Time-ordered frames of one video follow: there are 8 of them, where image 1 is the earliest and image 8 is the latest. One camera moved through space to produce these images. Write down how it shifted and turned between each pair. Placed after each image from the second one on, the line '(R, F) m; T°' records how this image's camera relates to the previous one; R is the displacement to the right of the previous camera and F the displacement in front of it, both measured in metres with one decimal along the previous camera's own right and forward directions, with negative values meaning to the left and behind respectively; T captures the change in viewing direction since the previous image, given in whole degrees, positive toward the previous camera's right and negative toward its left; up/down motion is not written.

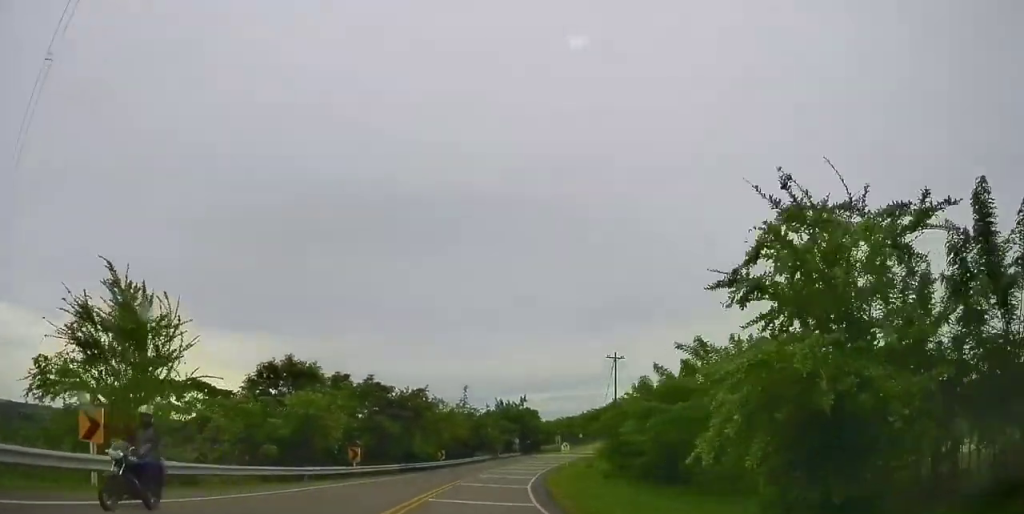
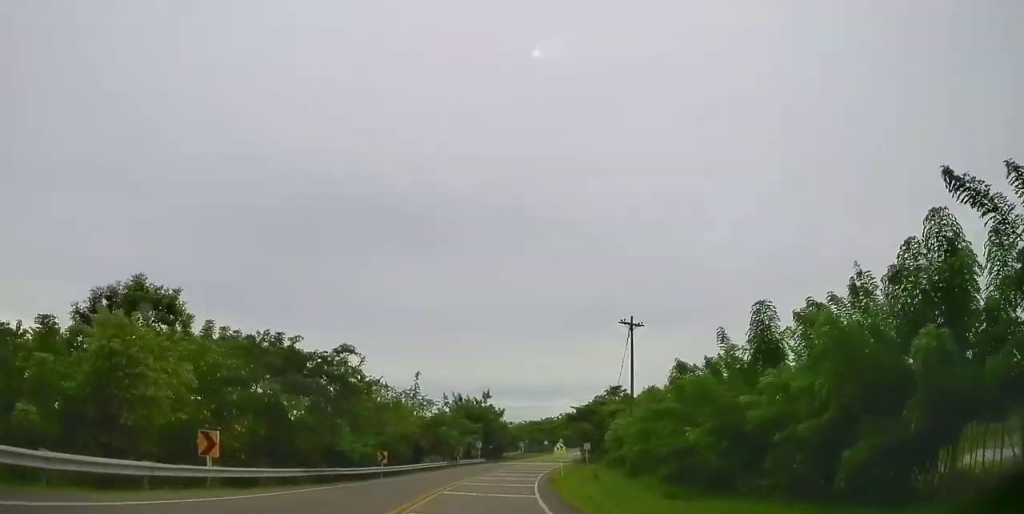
(+0.5, +15.6) m; +6°
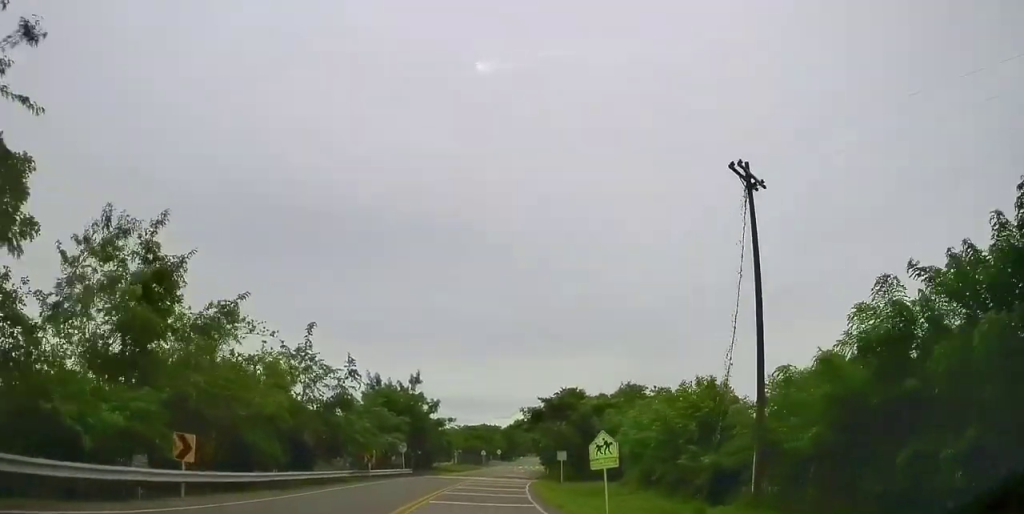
(+1.8, +21.3) m; +9°
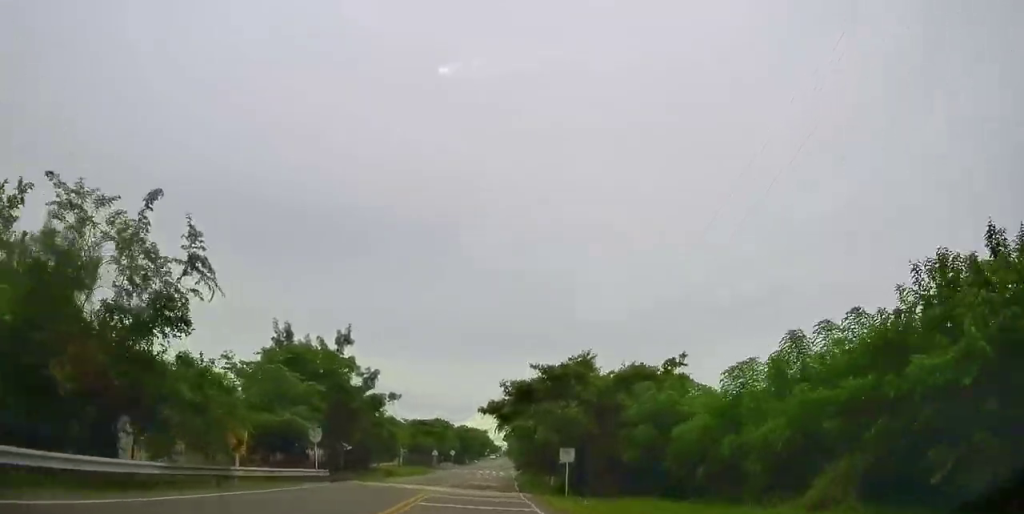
(+0.7, +17.4) m; +2°
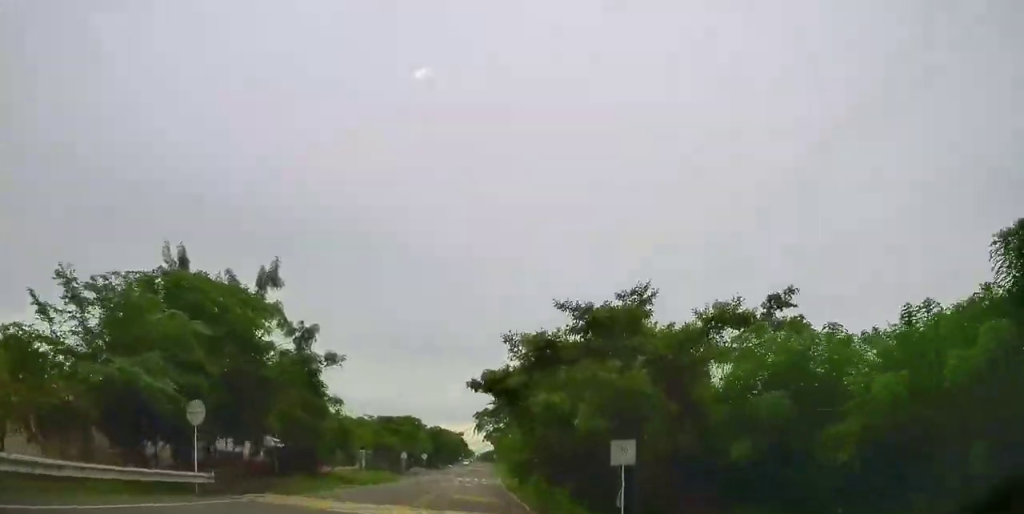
(0.0, +12.6) m; +4°
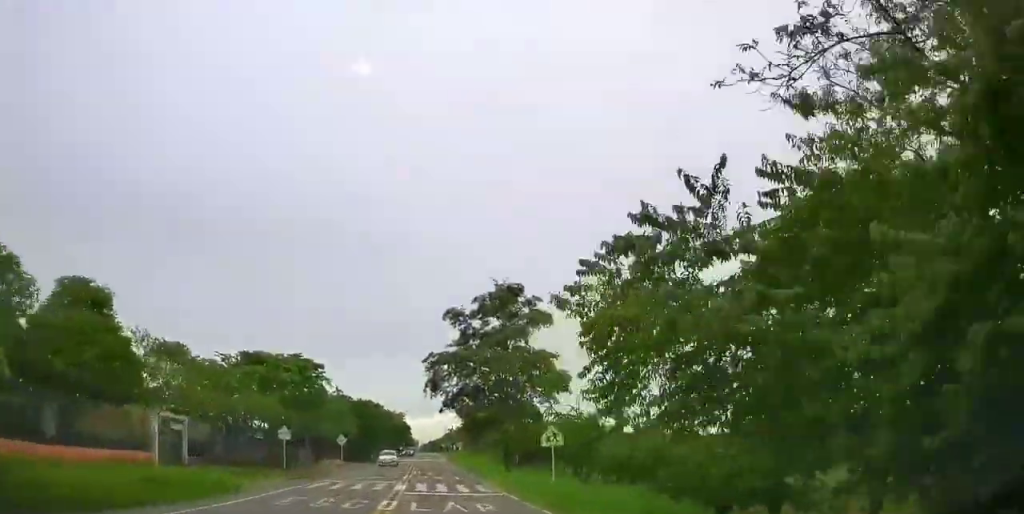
(+4.4, +35.5) m; +11°
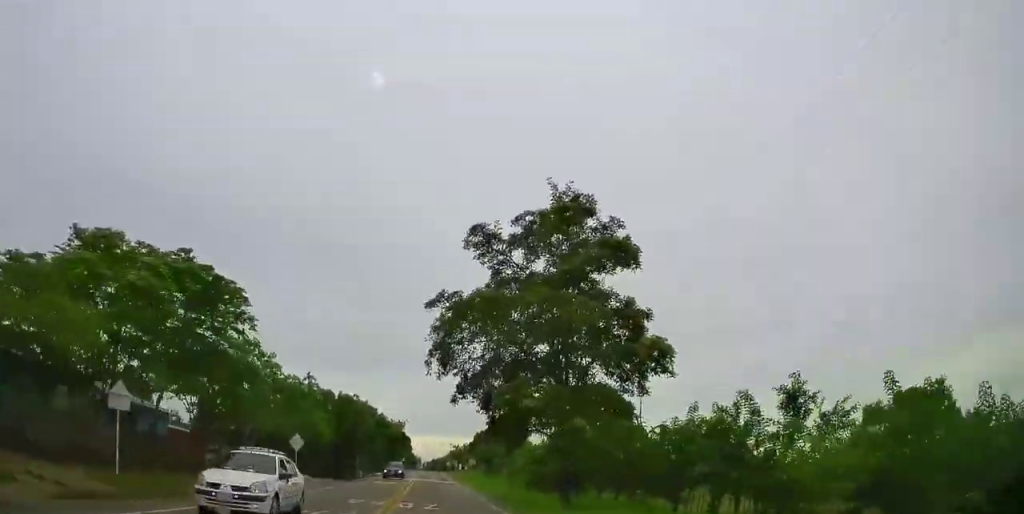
(+0.3, +19.0) m; +2°
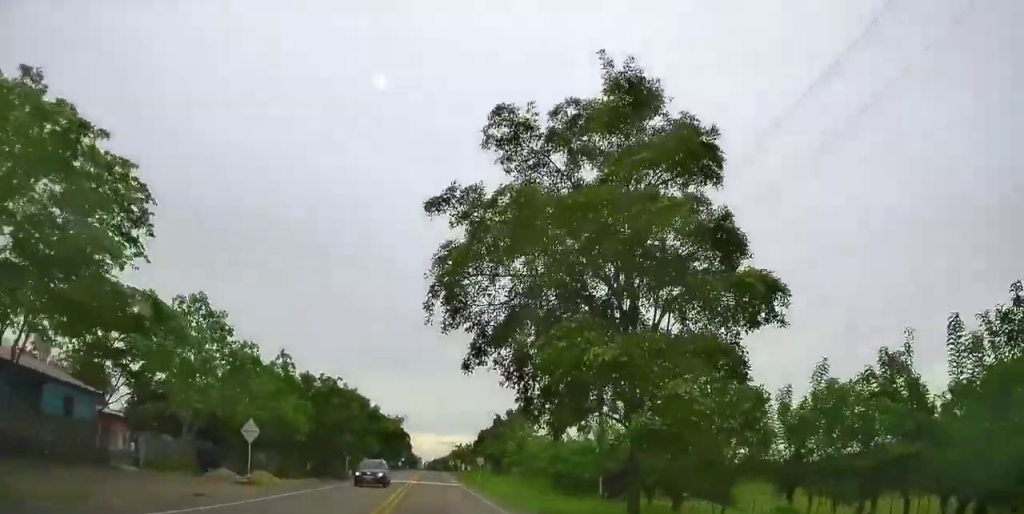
(0.0, +9.5) m; +1°
